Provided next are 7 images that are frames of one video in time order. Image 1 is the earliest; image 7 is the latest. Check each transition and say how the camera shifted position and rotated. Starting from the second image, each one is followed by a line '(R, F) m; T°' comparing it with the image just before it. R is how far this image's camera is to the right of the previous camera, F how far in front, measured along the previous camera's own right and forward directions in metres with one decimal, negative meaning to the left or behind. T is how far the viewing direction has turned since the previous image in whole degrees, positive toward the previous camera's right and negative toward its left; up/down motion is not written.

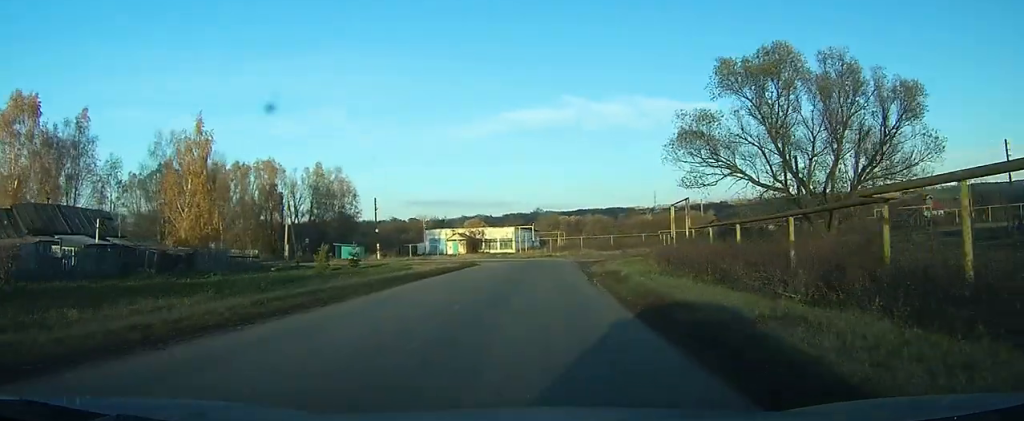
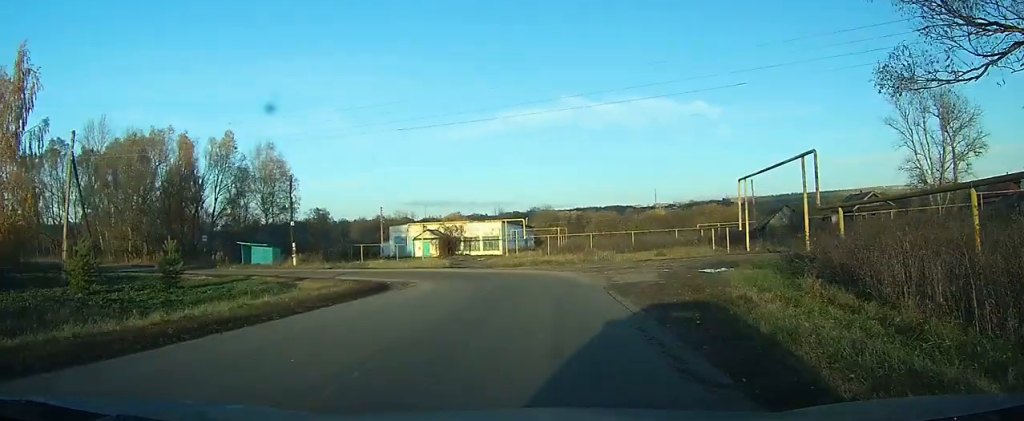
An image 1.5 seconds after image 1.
(+2.3, +23.4) m; -7°
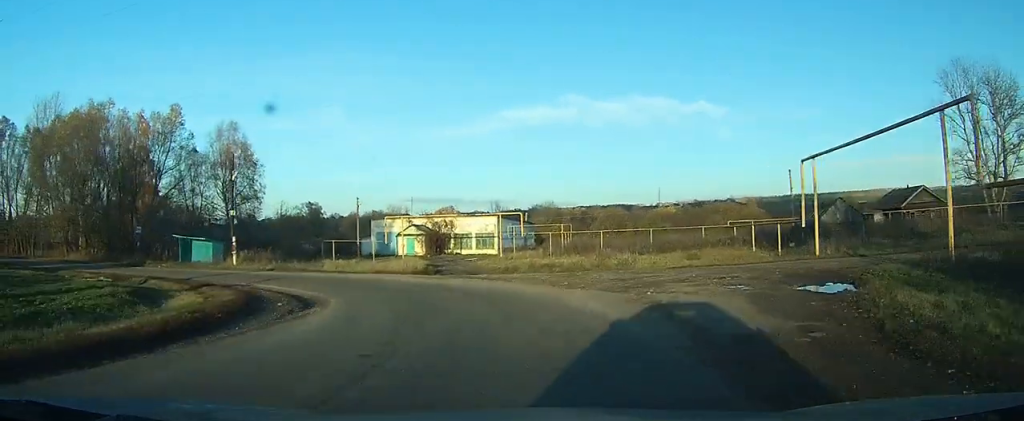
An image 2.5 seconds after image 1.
(-3.0, +11.9) m; -10°
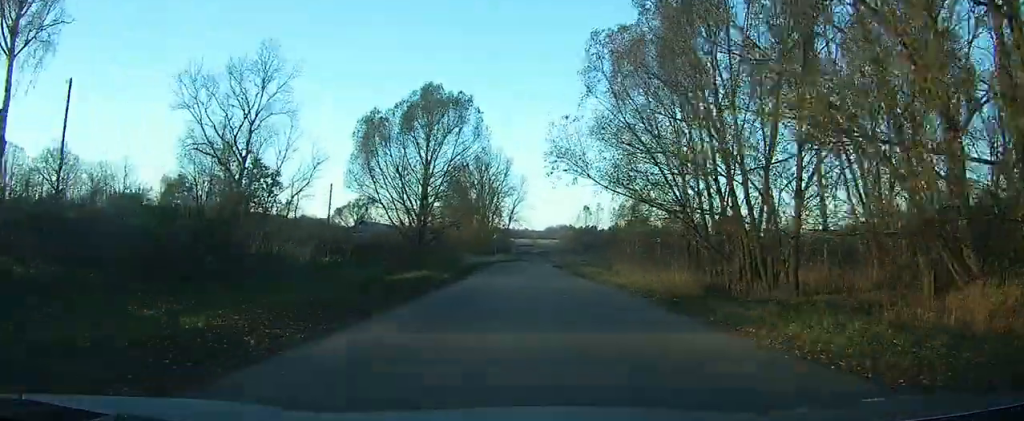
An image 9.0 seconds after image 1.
(-34.8, +59.8) m; -63°
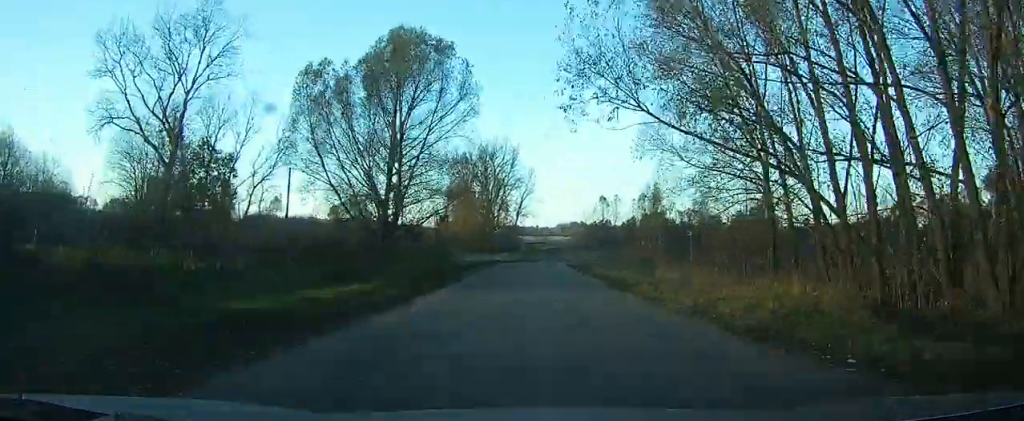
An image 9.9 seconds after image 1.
(-1.4, +9.9) m; -6°
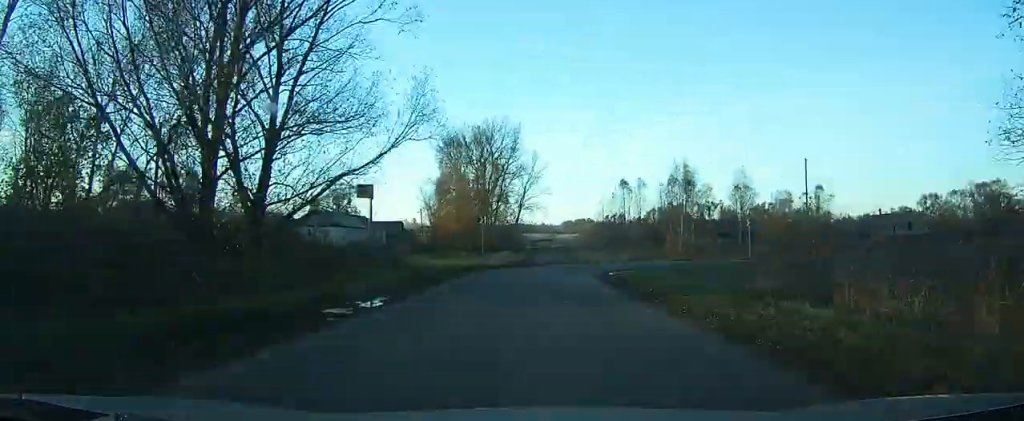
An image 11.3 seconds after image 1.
(-3.1, +14.0) m; -6°
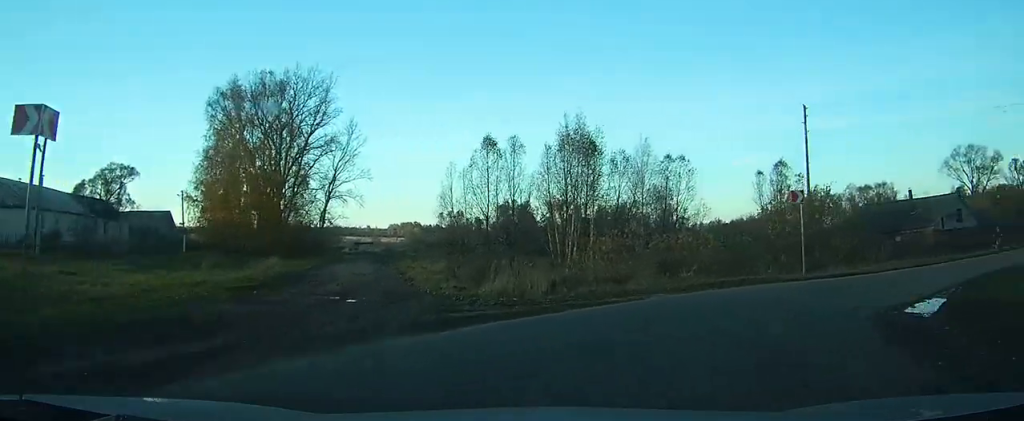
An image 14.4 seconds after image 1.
(+5.5, +27.8) m; +33°
